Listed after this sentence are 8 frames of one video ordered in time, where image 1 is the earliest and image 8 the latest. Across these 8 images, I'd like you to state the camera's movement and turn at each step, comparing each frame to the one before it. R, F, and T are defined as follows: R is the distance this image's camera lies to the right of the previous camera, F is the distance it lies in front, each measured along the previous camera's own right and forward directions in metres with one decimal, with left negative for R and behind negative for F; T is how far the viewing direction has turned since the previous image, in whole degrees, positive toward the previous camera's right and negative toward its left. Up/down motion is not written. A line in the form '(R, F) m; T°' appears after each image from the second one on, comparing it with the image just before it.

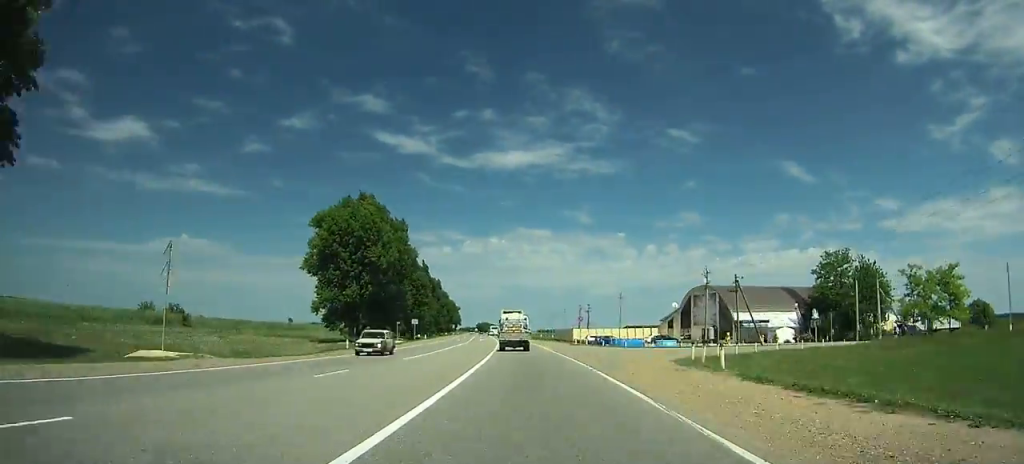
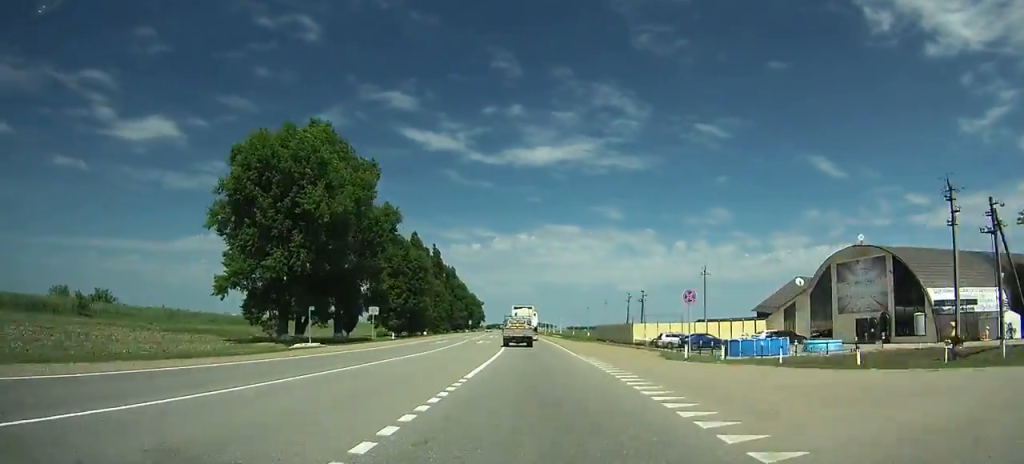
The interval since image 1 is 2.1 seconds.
(-1.2, +38.2) m; -2°
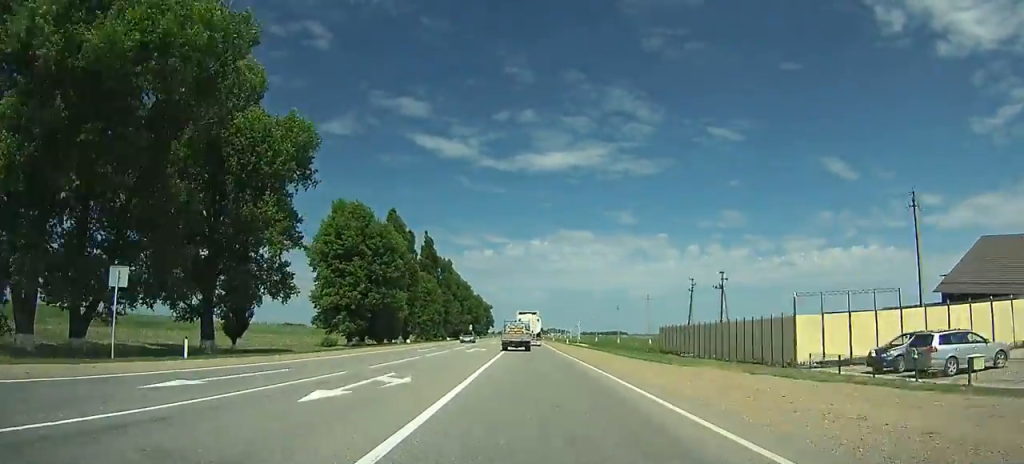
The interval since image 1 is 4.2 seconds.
(-0.8, +38.3) m; -2°
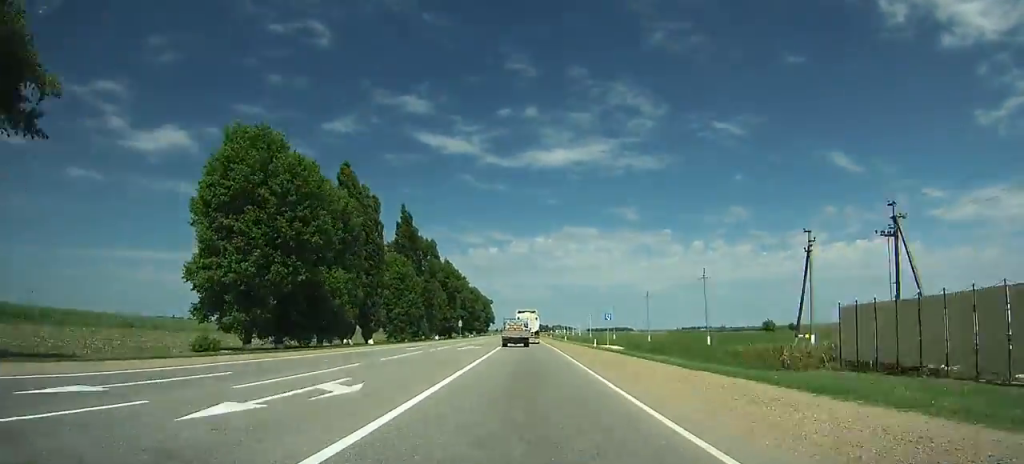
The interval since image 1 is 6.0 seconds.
(-0.4, +32.9) m; -1°
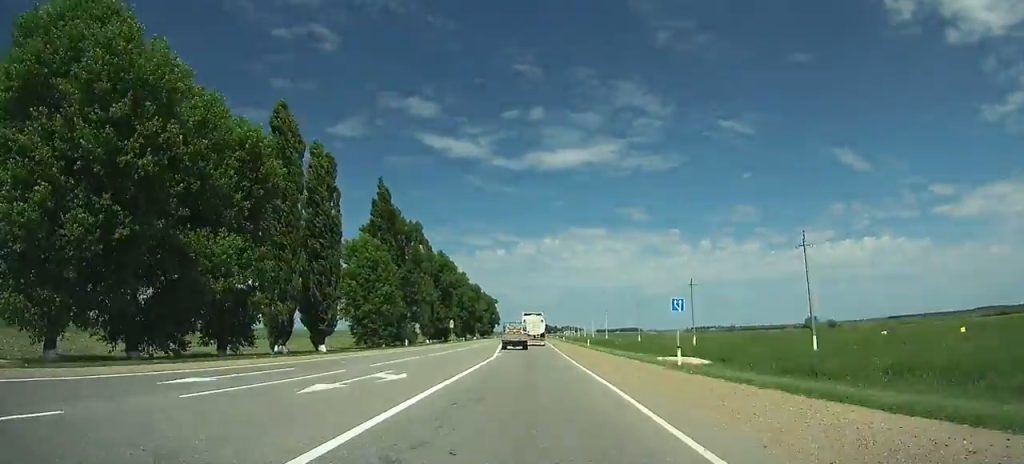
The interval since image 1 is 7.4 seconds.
(-0.1, +25.8) m; 0°
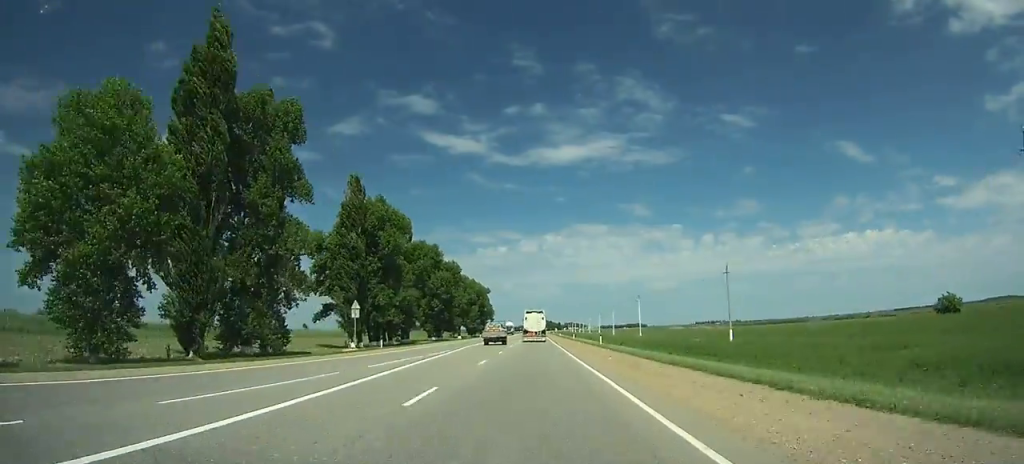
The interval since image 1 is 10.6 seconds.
(-0.2, +59.5) m; 0°
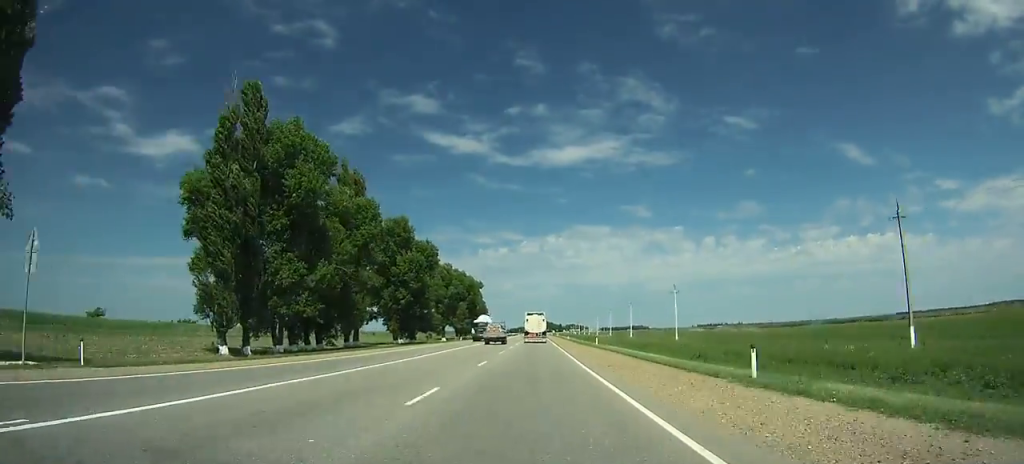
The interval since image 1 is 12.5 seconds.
(-0.1, +35.9) m; 0°
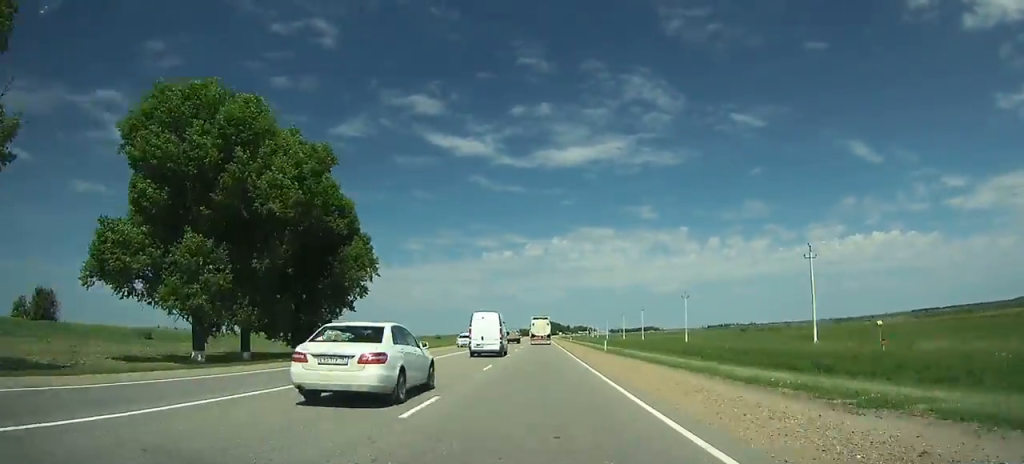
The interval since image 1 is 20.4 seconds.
(-0.6, +158.0) m; -1°
